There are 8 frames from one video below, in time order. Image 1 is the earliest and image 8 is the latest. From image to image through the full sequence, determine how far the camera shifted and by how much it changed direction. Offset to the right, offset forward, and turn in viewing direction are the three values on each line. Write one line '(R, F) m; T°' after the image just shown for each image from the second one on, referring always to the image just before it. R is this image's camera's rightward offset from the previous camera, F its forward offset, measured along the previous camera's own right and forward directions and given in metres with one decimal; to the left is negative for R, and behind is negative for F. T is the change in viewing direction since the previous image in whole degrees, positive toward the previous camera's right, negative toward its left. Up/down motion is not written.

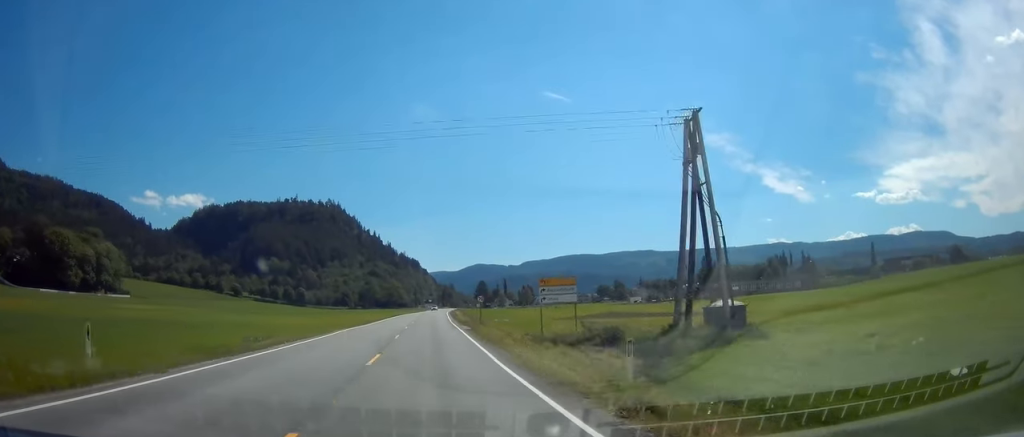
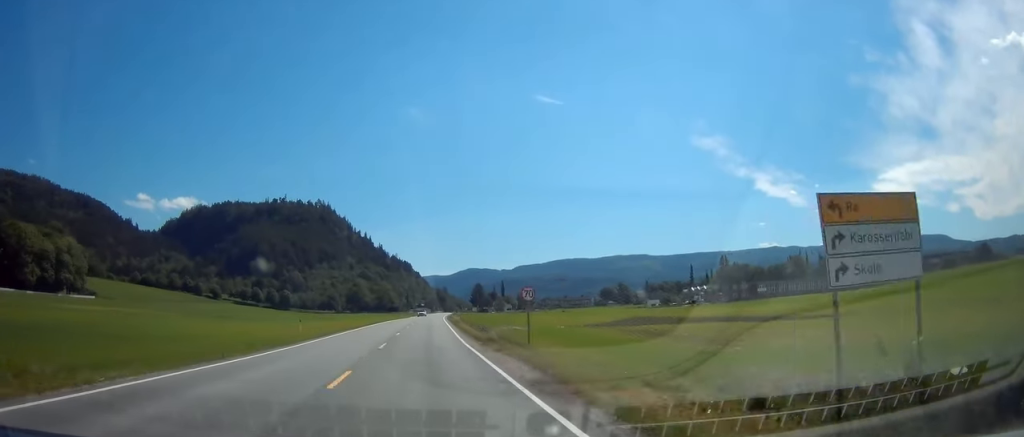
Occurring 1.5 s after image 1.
(0.0, +29.4) m; +1°
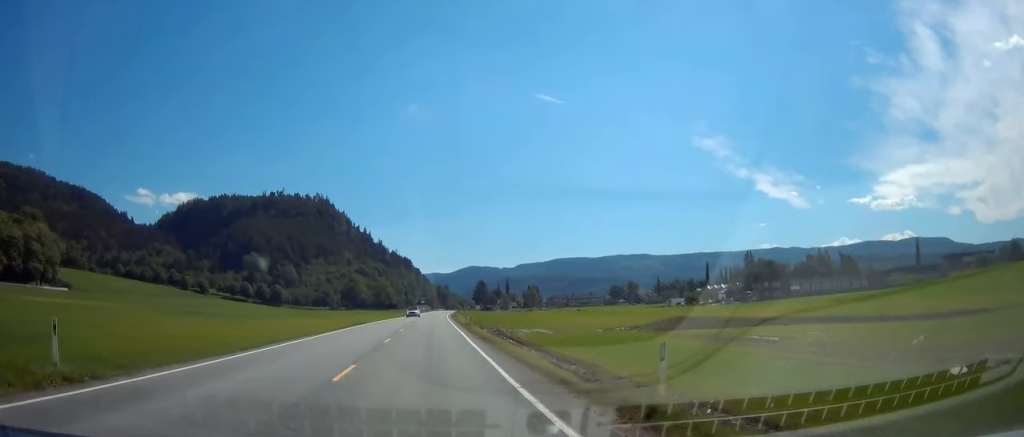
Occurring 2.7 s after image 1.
(+0.3, +24.1) m; +1°
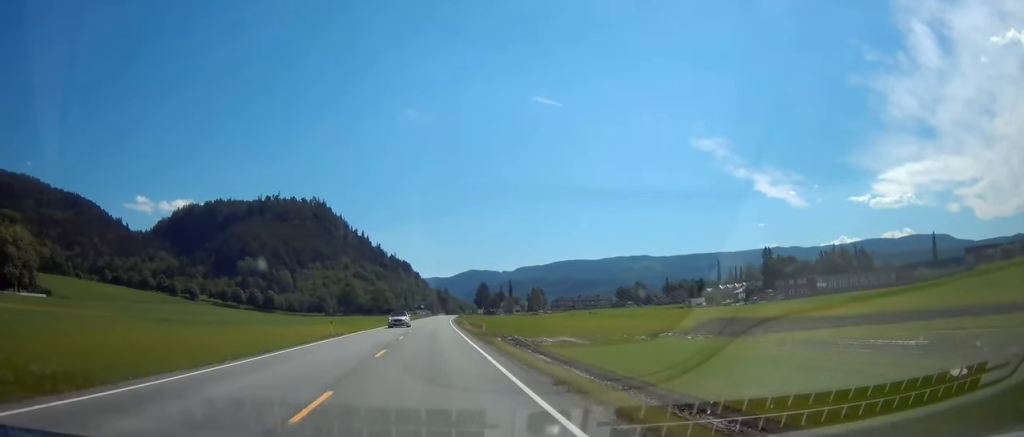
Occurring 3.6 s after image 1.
(+0.1, +15.9) m; 0°
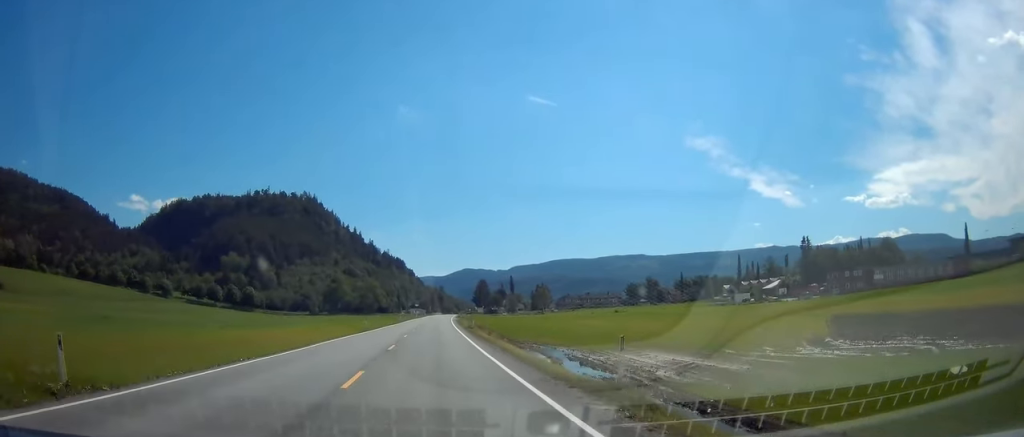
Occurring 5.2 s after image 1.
(+0.1, +31.7) m; +1°
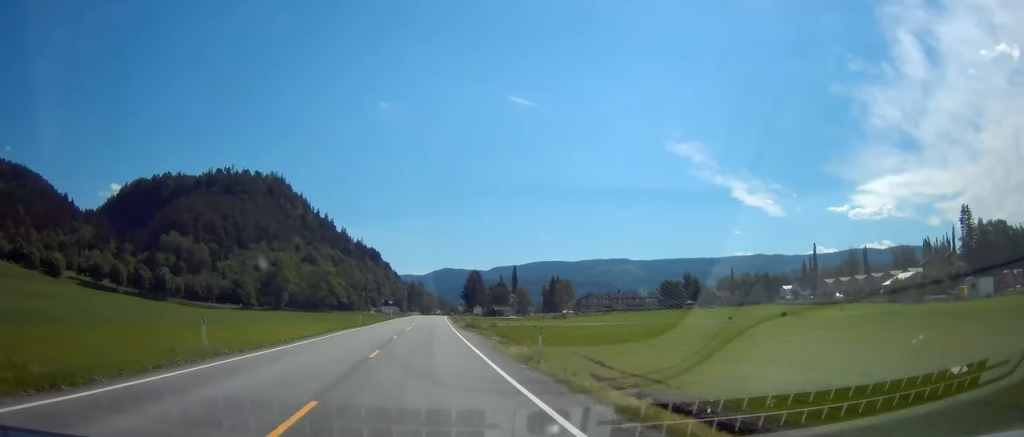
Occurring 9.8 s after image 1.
(+0.6, +88.3) m; 0°
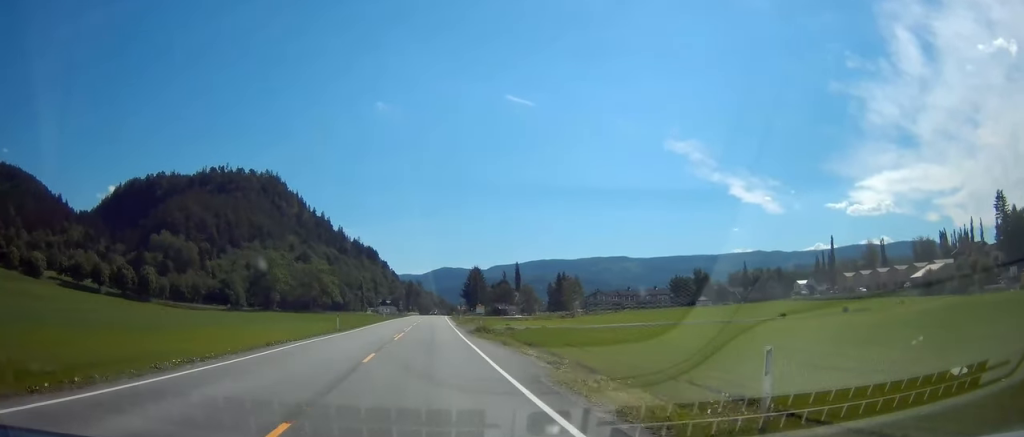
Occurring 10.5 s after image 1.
(0.0, +13.5) m; 0°
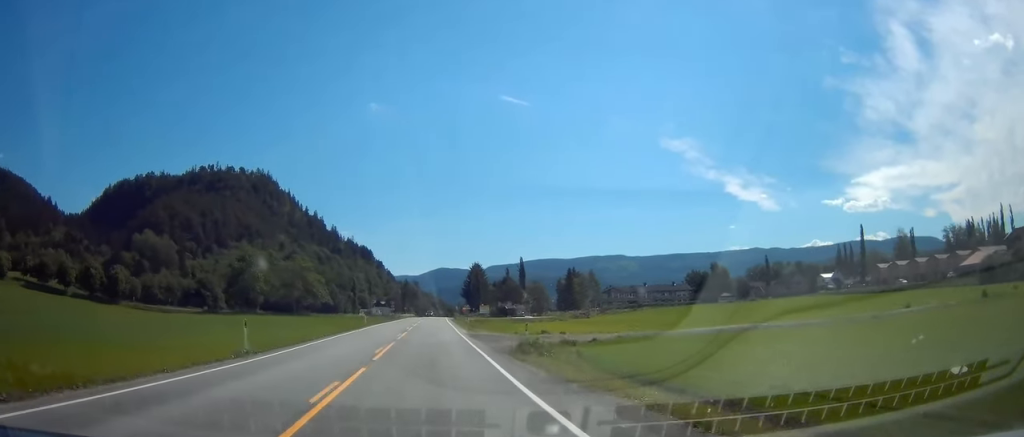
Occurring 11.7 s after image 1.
(-0.3, +22.0) m; 0°
